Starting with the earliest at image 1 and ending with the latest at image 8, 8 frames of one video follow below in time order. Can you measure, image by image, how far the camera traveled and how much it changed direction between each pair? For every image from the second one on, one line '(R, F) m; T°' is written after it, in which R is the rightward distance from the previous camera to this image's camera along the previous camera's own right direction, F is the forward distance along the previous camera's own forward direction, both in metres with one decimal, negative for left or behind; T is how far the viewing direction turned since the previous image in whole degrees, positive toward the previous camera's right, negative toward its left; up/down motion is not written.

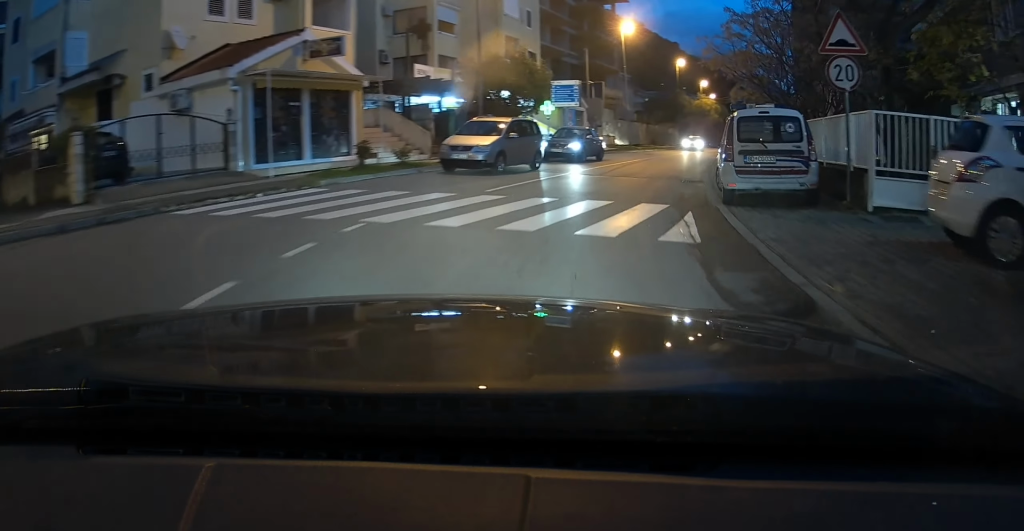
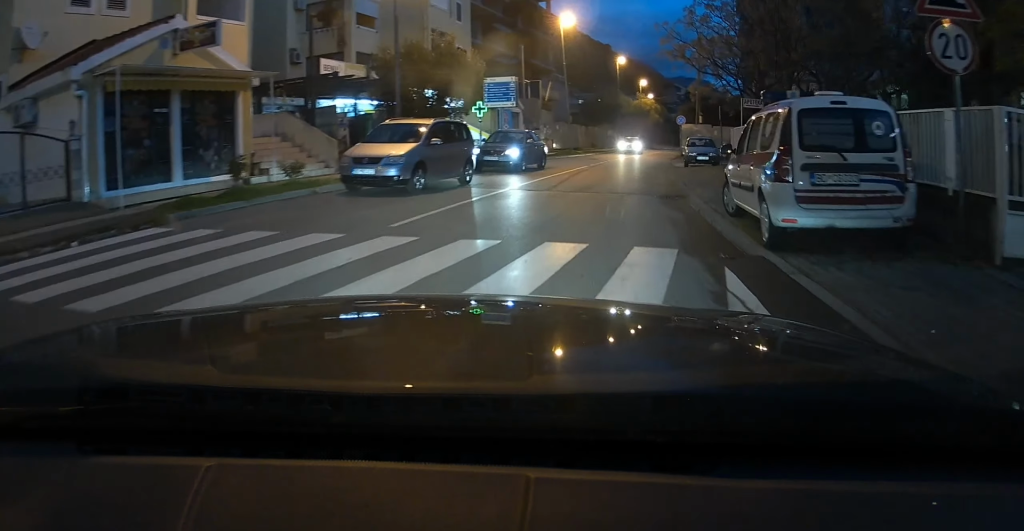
(+0.4, +4.6) m; +6°
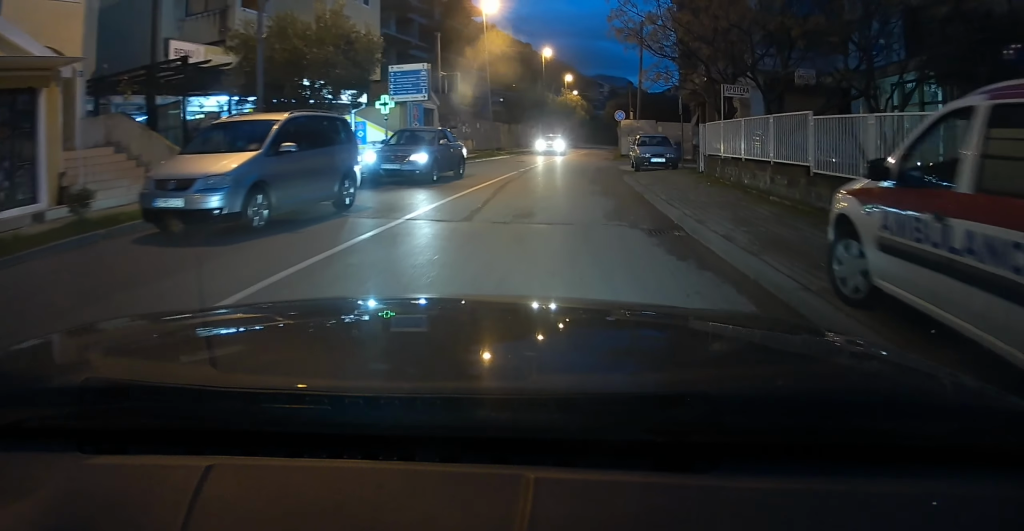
(+0.2, +5.8) m; +5°
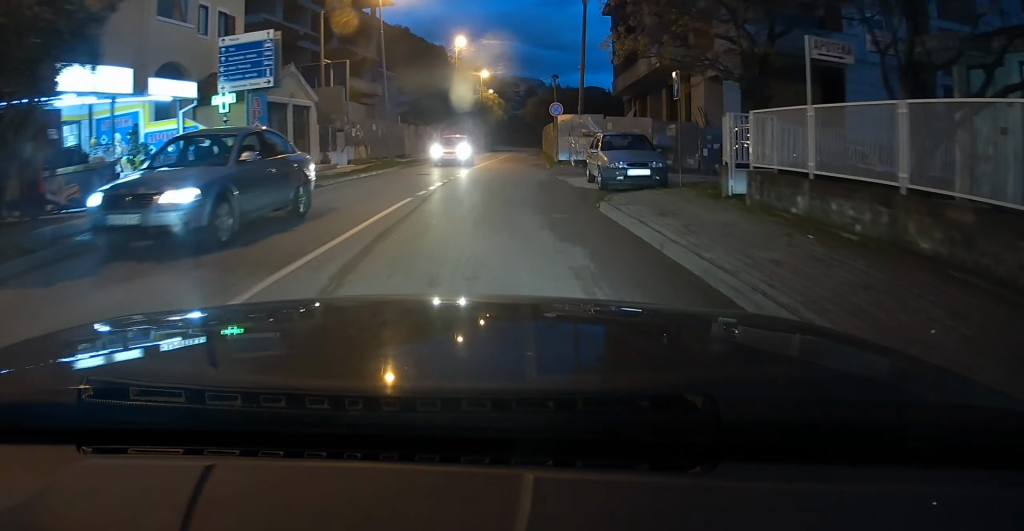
(+1.0, +9.1) m; +9°
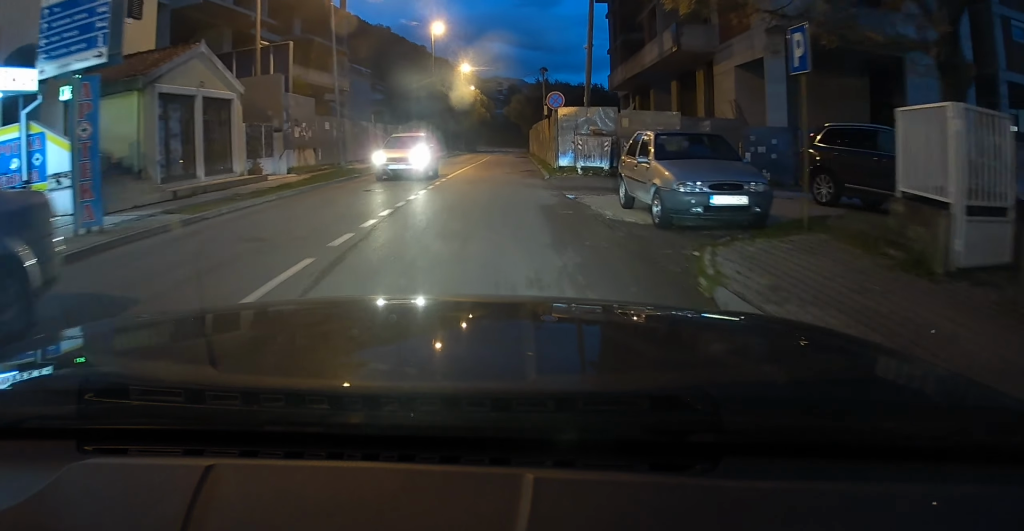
(-0.2, +6.6) m; -3°
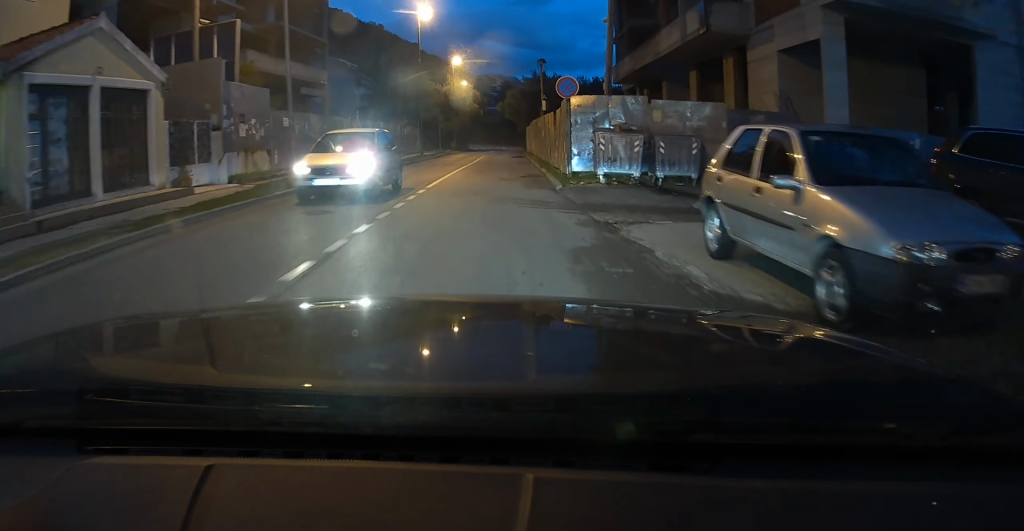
(-0.1, +5.0) m; -2°
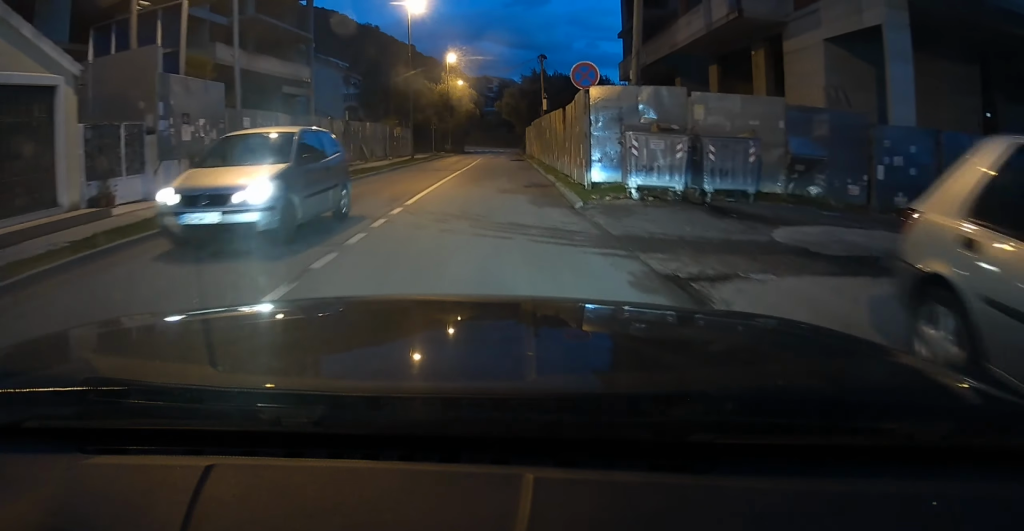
(0.0, +3.6) m; -1°
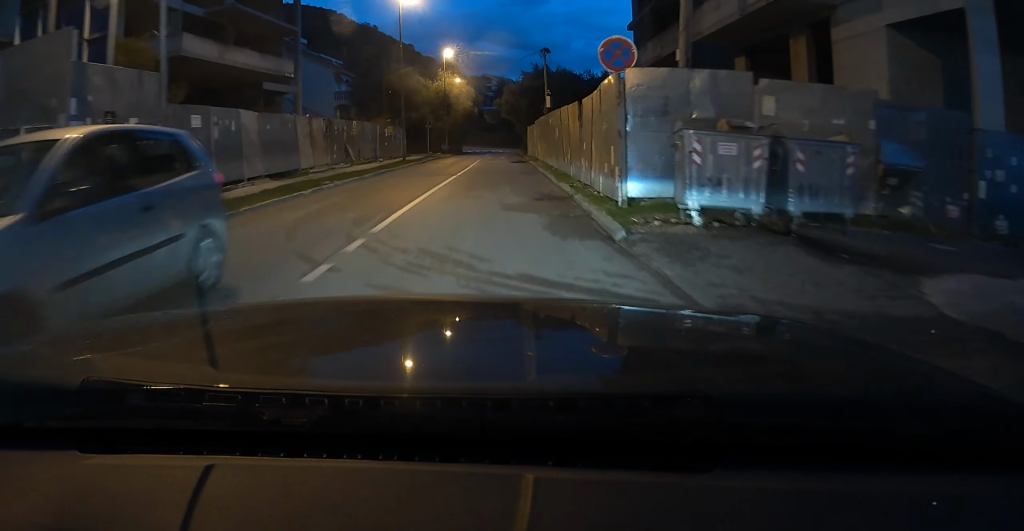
(-0.1, +3.6) m; +2°
